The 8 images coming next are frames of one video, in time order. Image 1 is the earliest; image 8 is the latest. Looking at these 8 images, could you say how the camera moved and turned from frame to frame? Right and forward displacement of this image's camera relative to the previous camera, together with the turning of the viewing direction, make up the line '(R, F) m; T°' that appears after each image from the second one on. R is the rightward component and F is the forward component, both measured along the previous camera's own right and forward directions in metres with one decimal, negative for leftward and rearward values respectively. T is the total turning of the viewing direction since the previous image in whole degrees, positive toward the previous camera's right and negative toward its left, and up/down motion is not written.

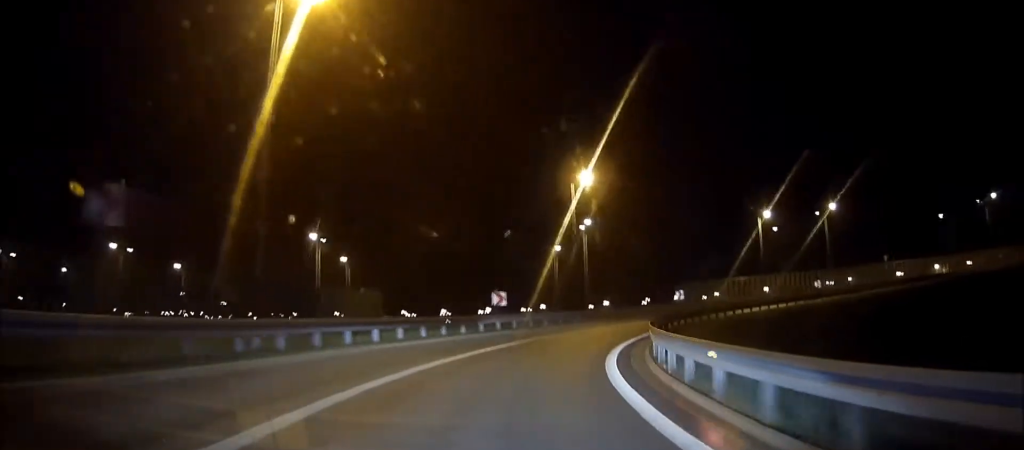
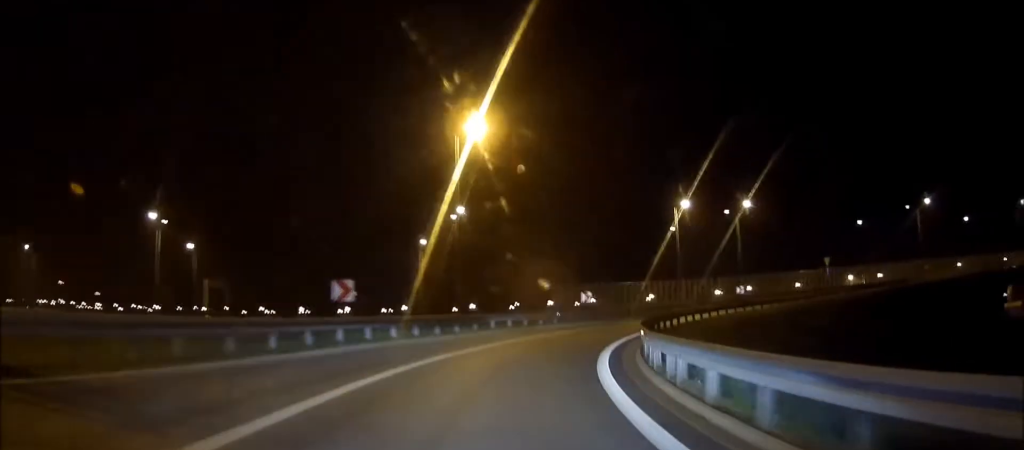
(+1.1, +12.4) m; +11°
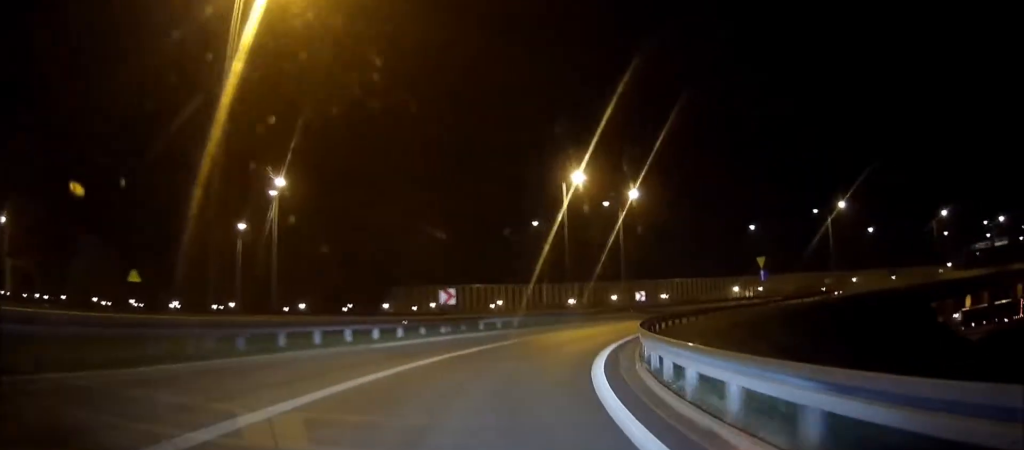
(+2.6, +15.5) m; +19°
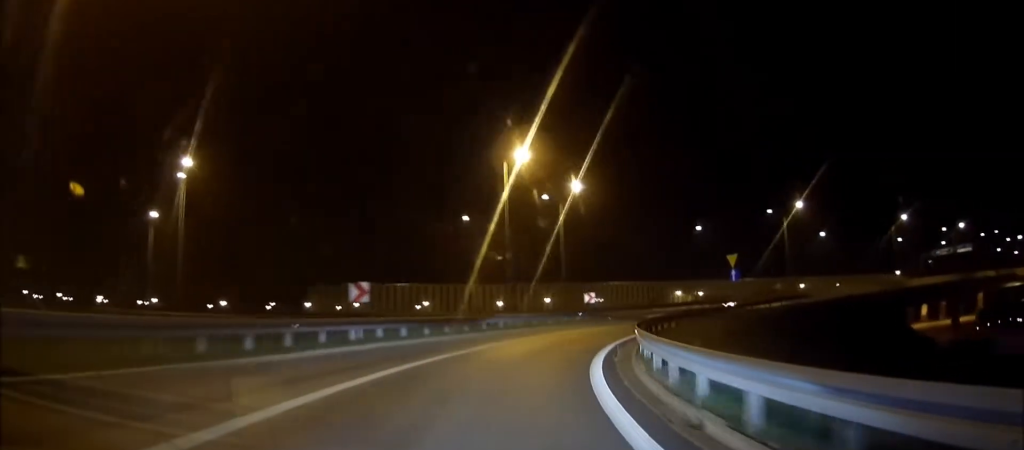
(+0.9, +6.9) m; +6°
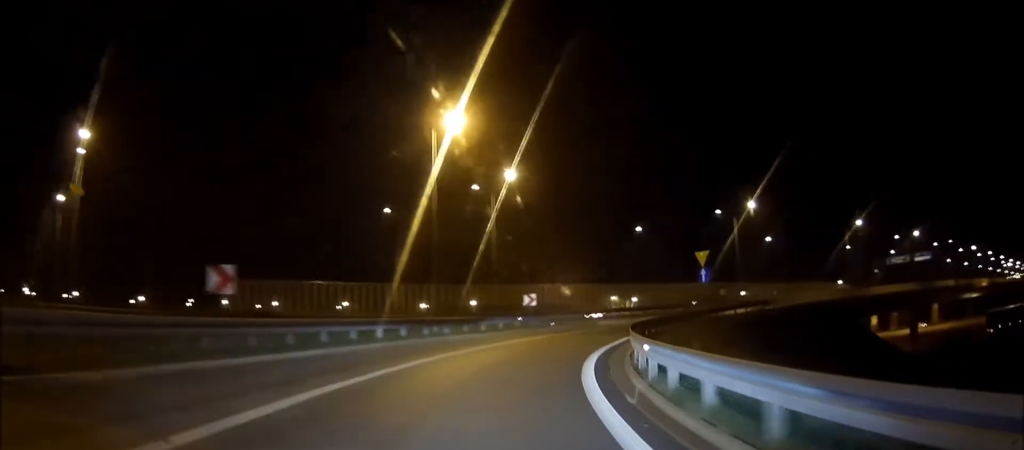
(+0.2, +7.0) m; +2°
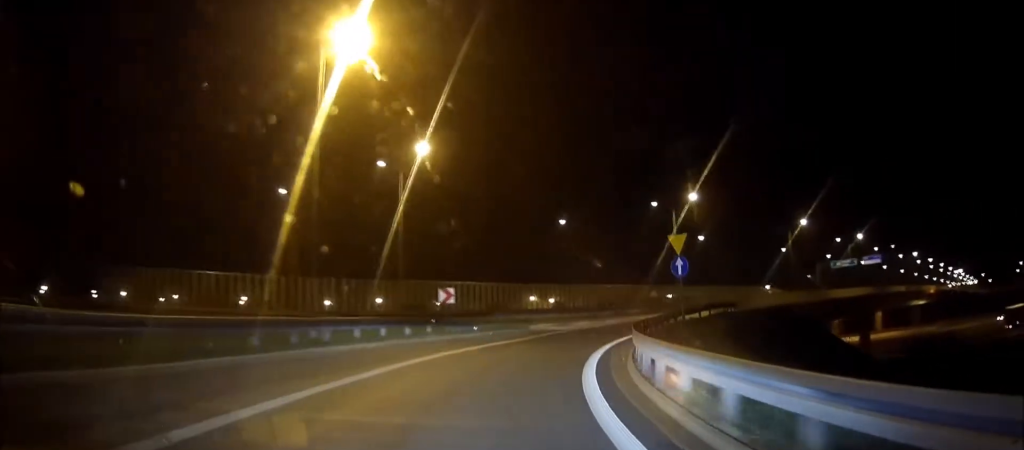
(0.0, +9.3) m; +1°
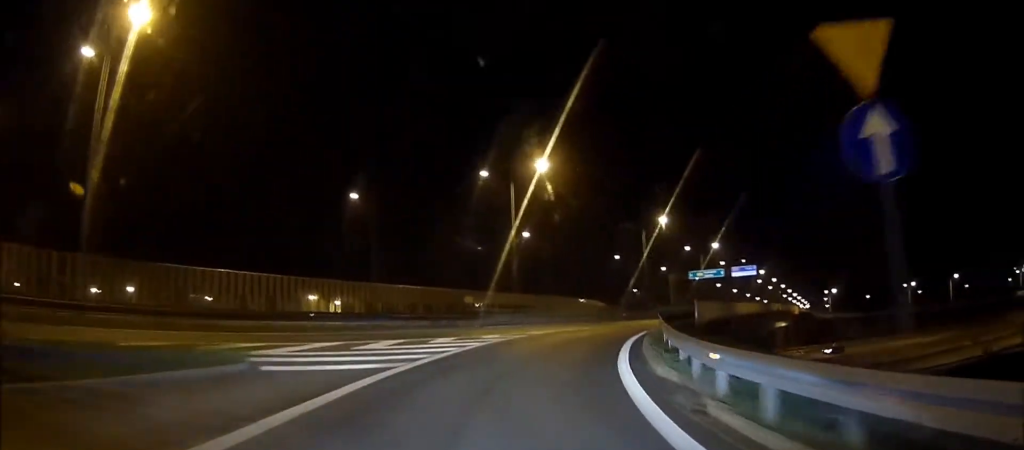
(+3.5, +22.7) m; +20°
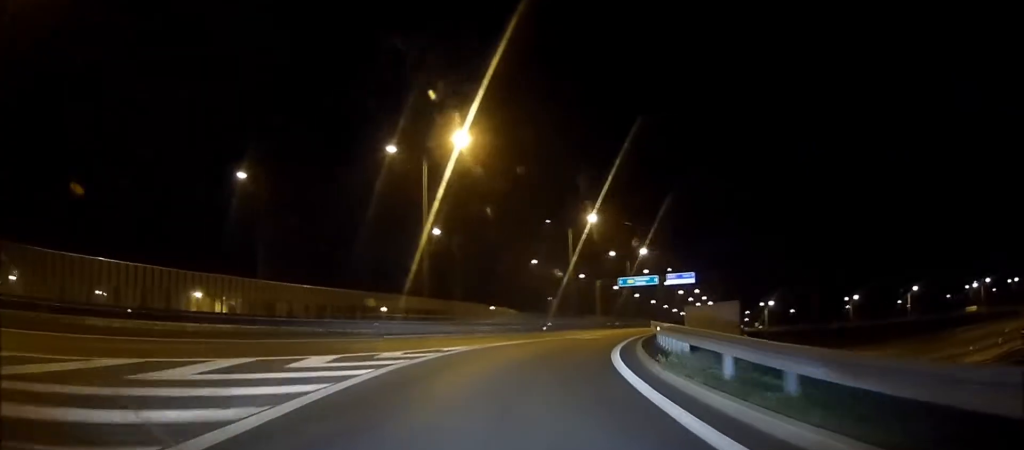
(+0.8, +10.5) m; +5°
